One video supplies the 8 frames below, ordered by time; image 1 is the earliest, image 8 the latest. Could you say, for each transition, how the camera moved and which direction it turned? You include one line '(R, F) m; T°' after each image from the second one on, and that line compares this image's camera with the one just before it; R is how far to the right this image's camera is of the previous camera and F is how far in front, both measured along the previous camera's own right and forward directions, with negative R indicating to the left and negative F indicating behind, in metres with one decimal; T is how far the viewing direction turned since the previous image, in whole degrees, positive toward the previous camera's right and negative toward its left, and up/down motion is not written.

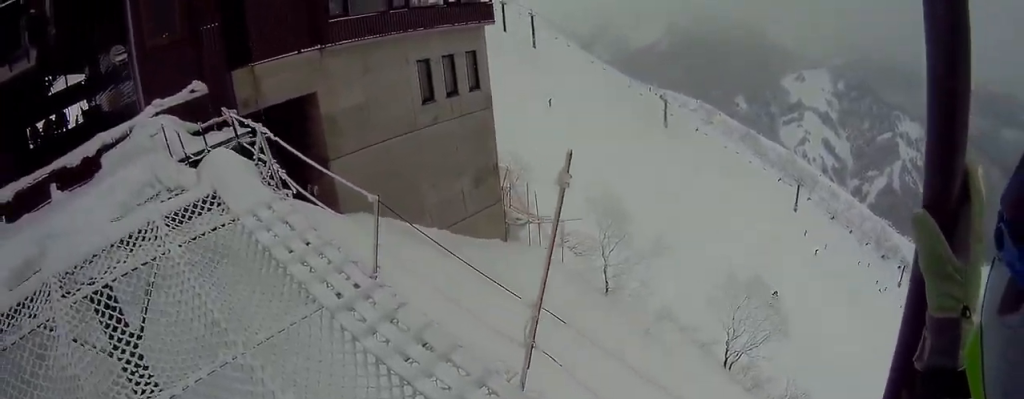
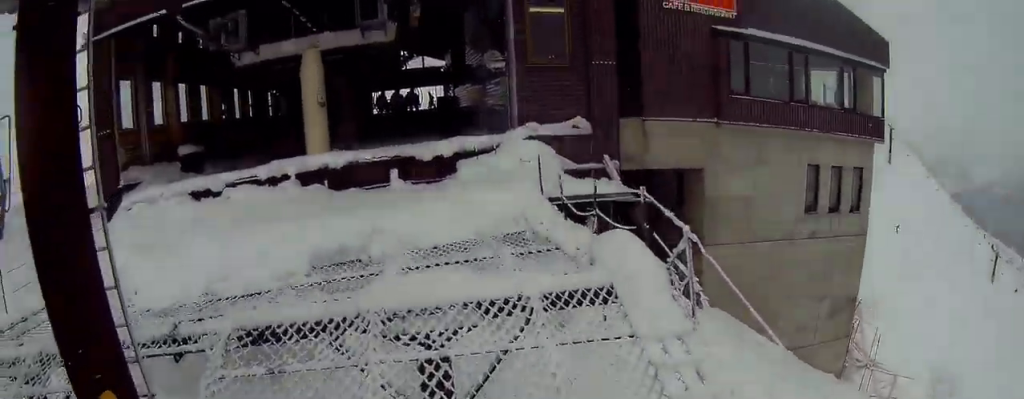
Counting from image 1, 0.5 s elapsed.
(+0.1, +2.5) m; -3°
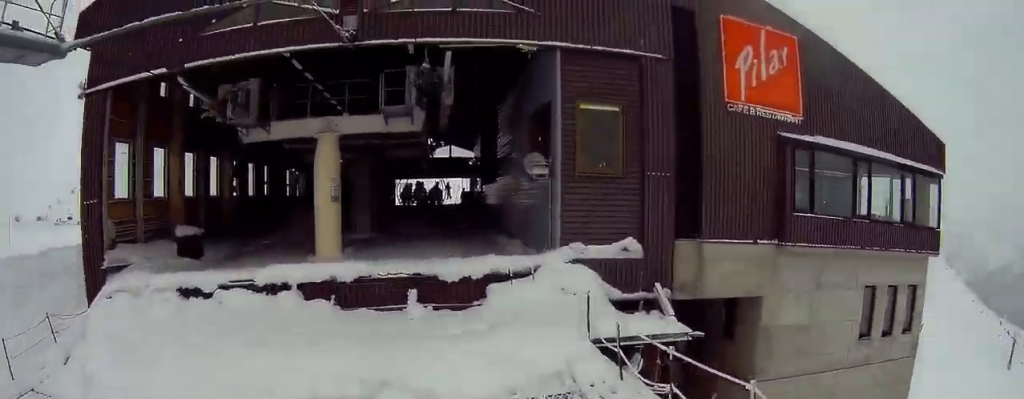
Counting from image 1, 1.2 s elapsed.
(-0.3, +2.6) m; -11°
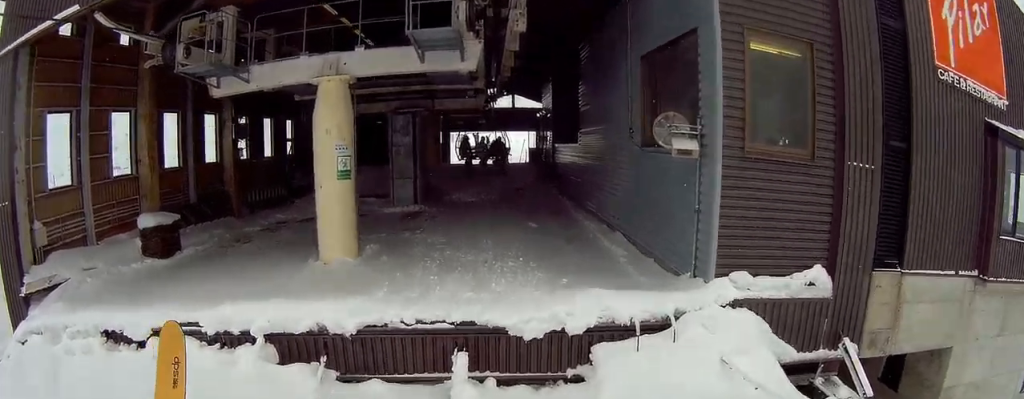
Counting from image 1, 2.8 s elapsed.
(-1.4, +5.4) m; -31°
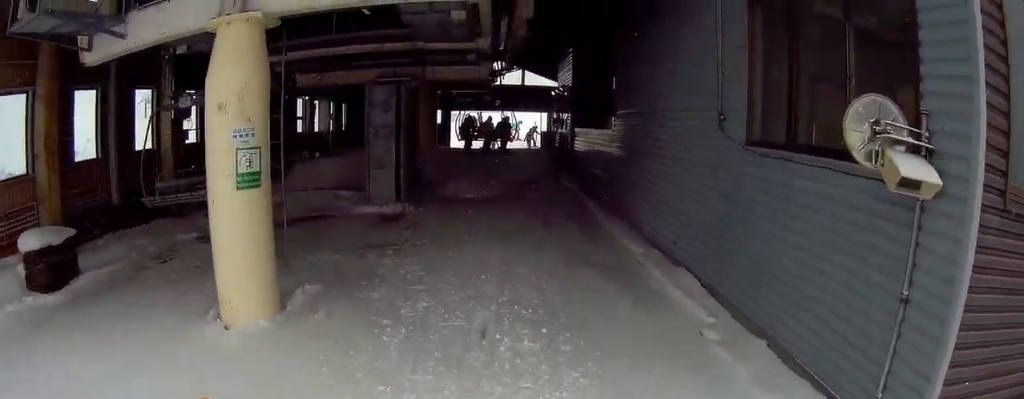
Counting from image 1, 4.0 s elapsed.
(-0.6, +3.6) m; -13°
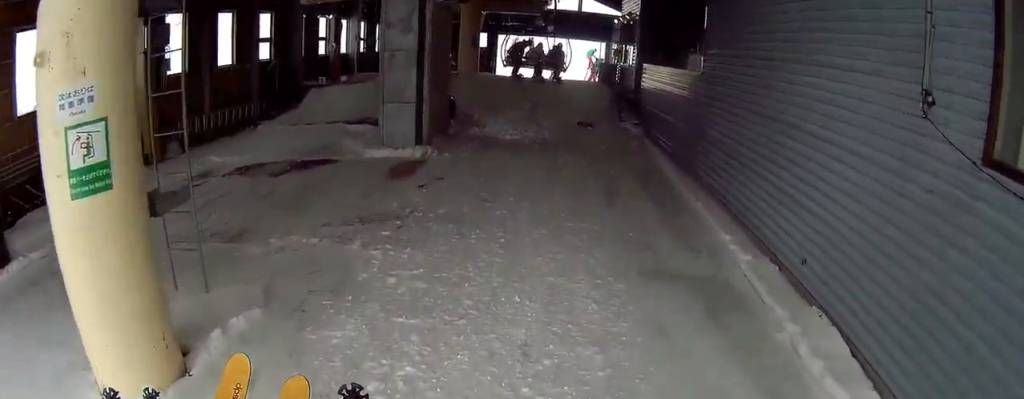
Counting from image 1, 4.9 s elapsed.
(-0.1, +2.3) m; -2°
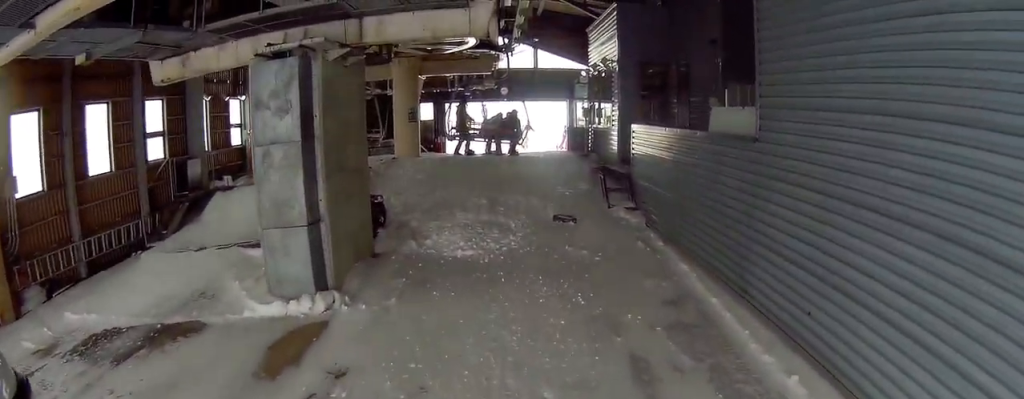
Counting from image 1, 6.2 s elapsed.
(0.0, +2.8) m; 0°
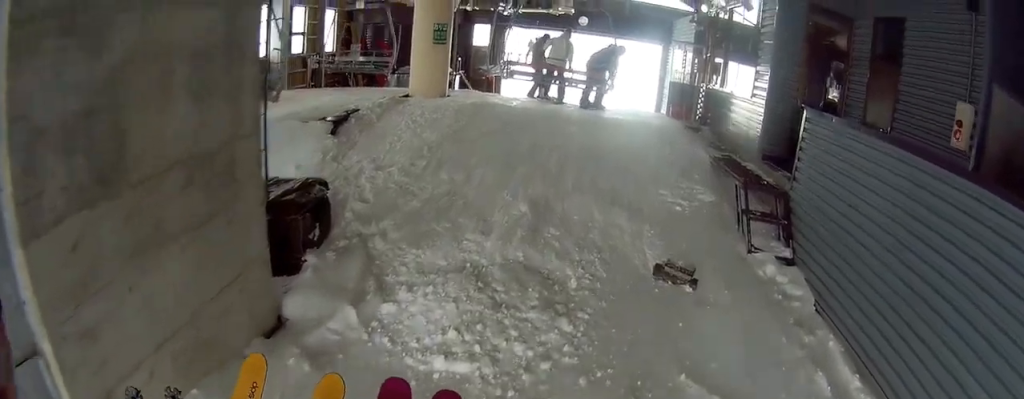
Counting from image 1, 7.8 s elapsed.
(0.0, +3.0) m; 0°
